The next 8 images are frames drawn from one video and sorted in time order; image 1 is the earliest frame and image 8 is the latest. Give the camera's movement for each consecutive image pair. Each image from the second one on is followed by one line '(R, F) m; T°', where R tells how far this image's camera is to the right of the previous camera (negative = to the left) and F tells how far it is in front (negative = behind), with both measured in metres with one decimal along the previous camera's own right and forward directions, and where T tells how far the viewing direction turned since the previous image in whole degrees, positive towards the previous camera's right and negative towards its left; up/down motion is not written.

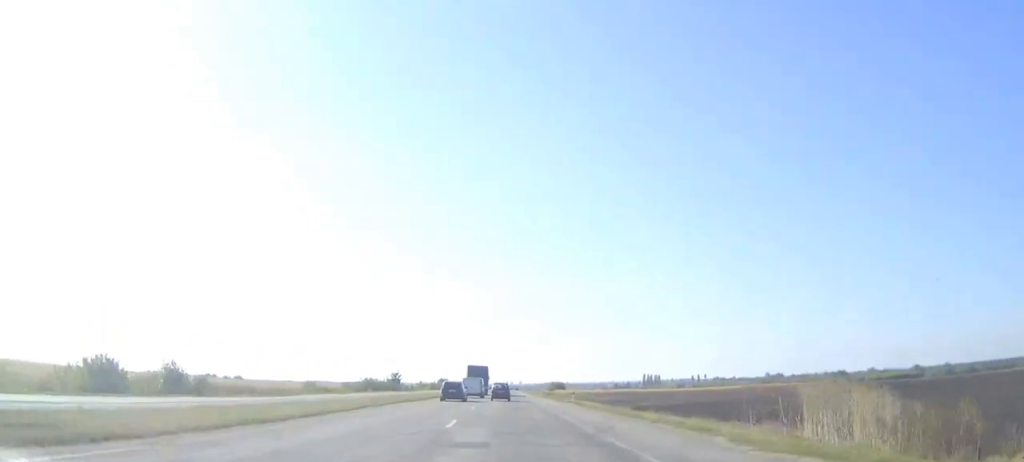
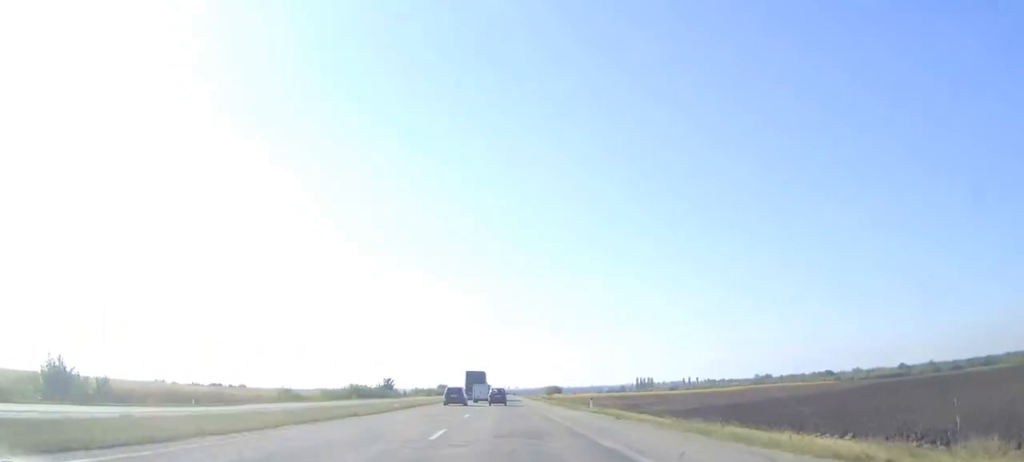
(0.0, +20.0) m; 0°
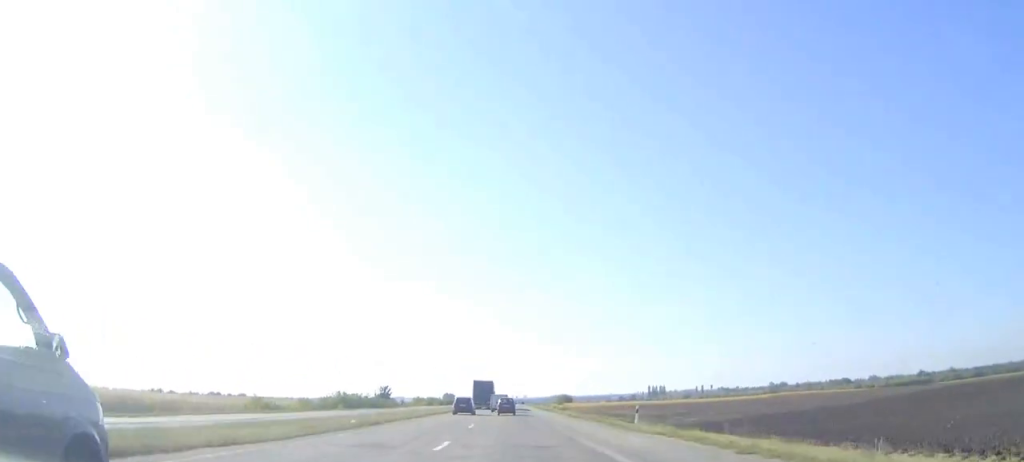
(0.0, +15.8) m; 0°
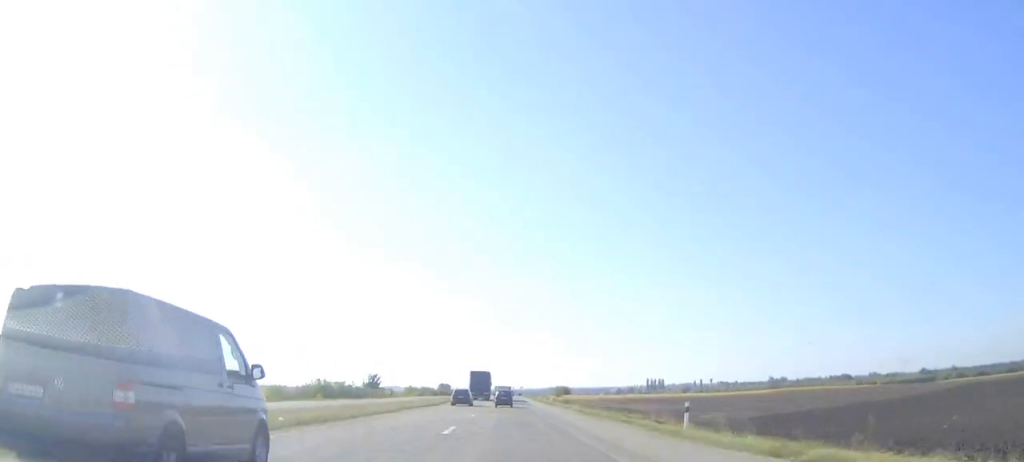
(0.0, +11.5) m; 0°
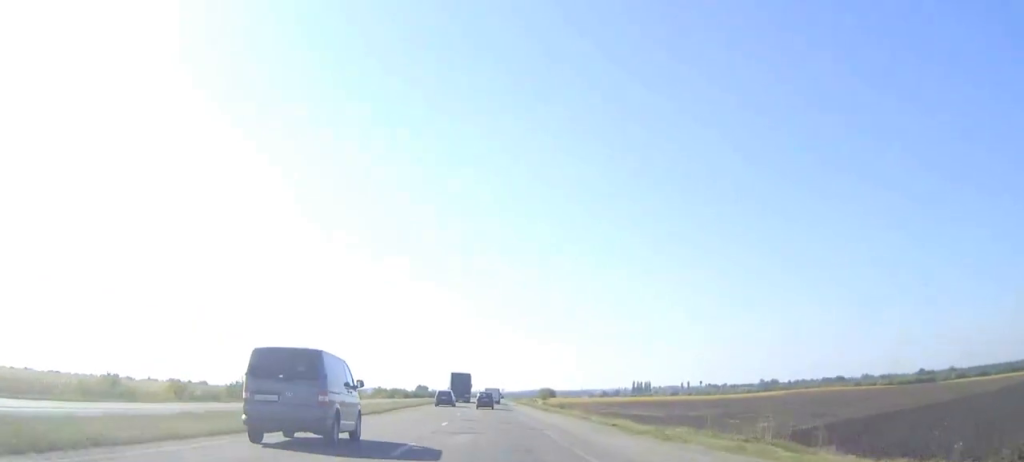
(0.0, +23.7) m; 0°
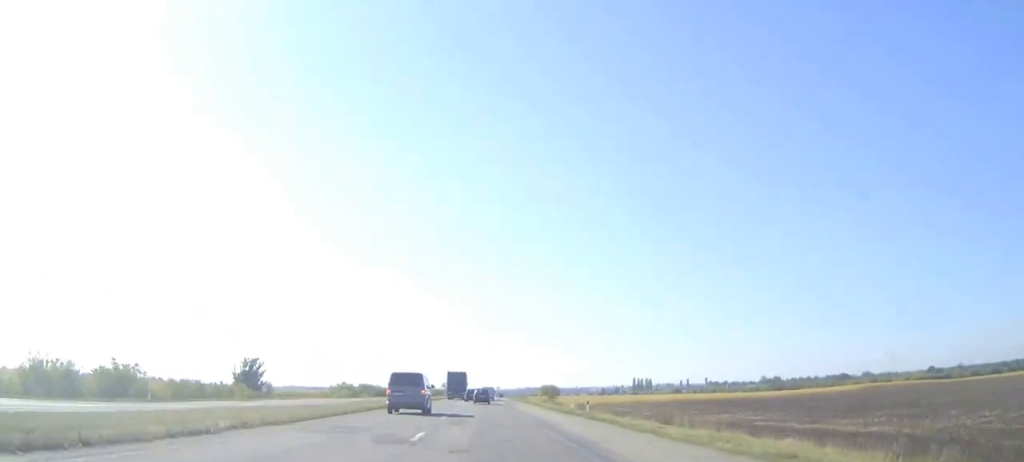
(-0.1, +60.3) m; 0°
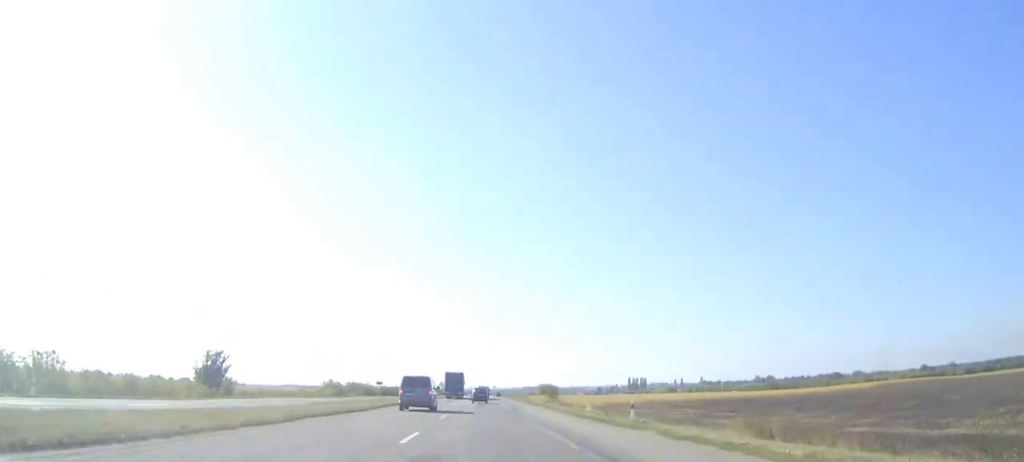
(0.0, +17.3) m; 0°
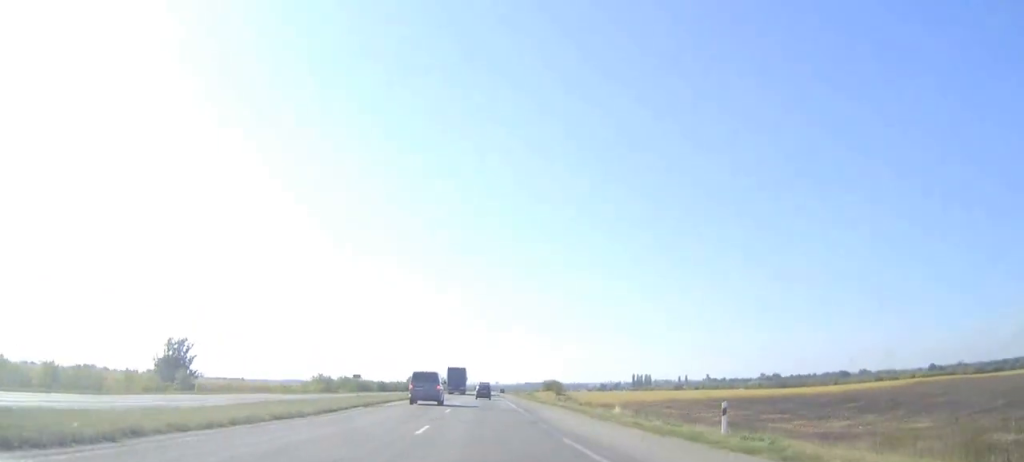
(0.0, +13.0) m; 0°
